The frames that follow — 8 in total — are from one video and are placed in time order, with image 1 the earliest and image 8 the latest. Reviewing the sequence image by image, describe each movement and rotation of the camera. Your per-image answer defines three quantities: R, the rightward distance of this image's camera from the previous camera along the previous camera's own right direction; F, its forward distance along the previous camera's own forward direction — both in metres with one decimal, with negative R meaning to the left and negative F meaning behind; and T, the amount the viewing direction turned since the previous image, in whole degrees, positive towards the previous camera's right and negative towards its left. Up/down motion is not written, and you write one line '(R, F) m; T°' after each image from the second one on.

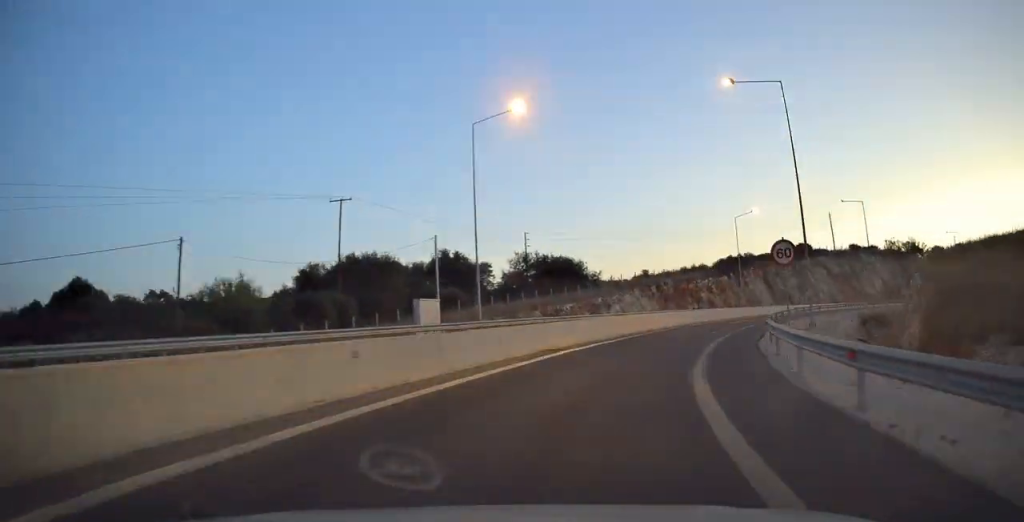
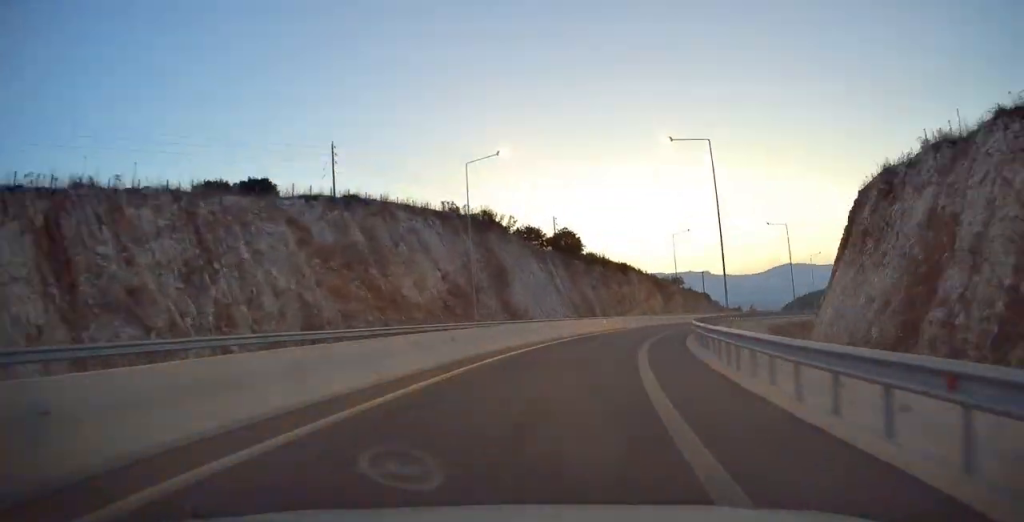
(+24.9, +64.3) m; +47°
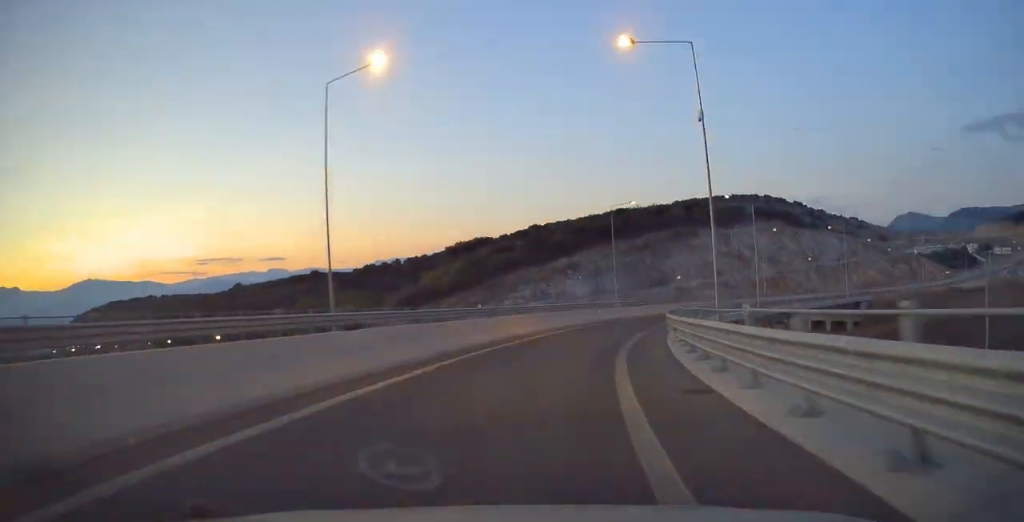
(+69.6, +111.1) m; +61°
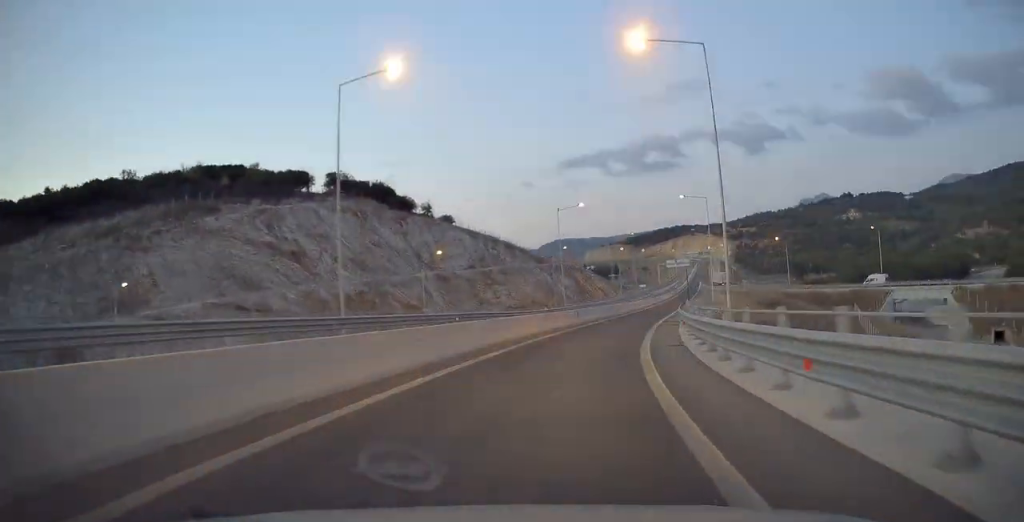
(+22.5, +85.9) m; +26°
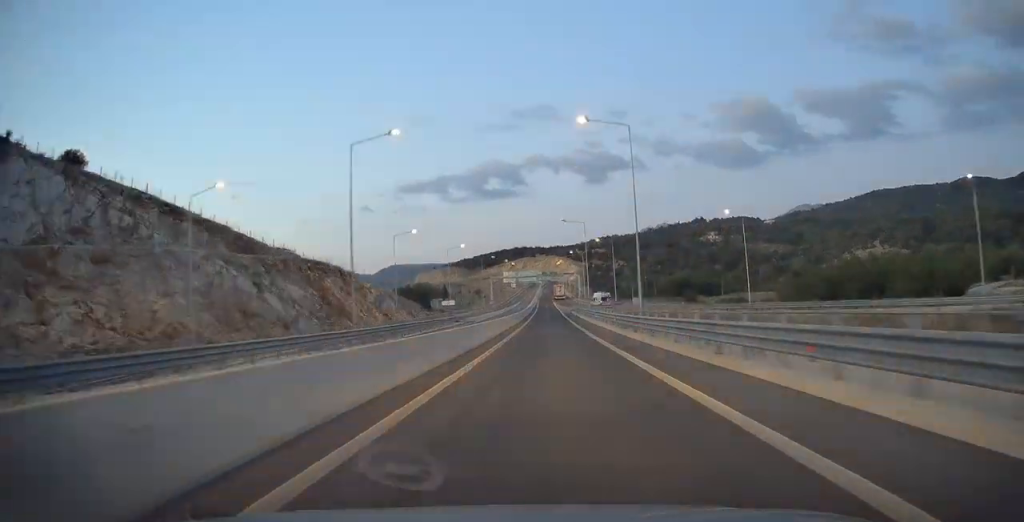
(+16.1, +83.1) m; +7°
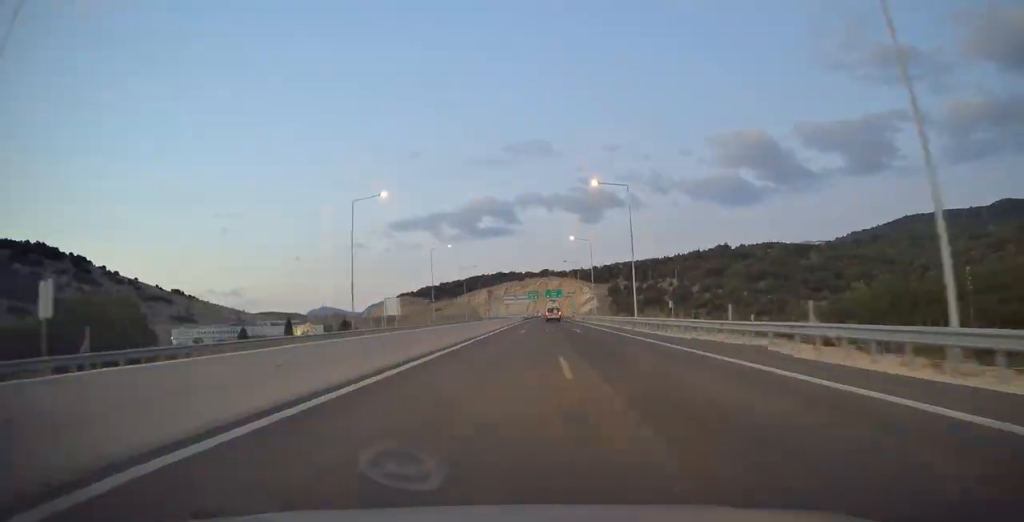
(+24.9, +224.9) m; +7°
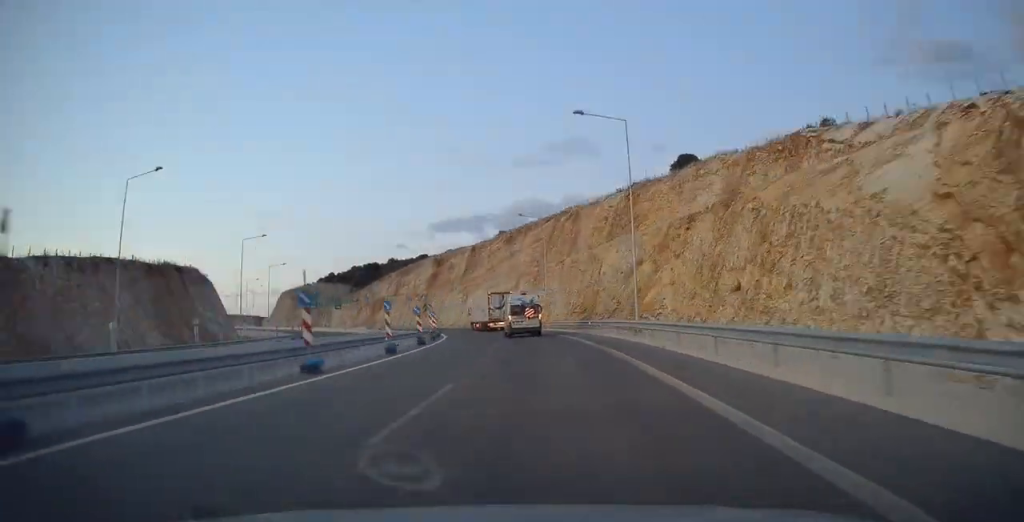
(-15.8, +268.6) m; -17°
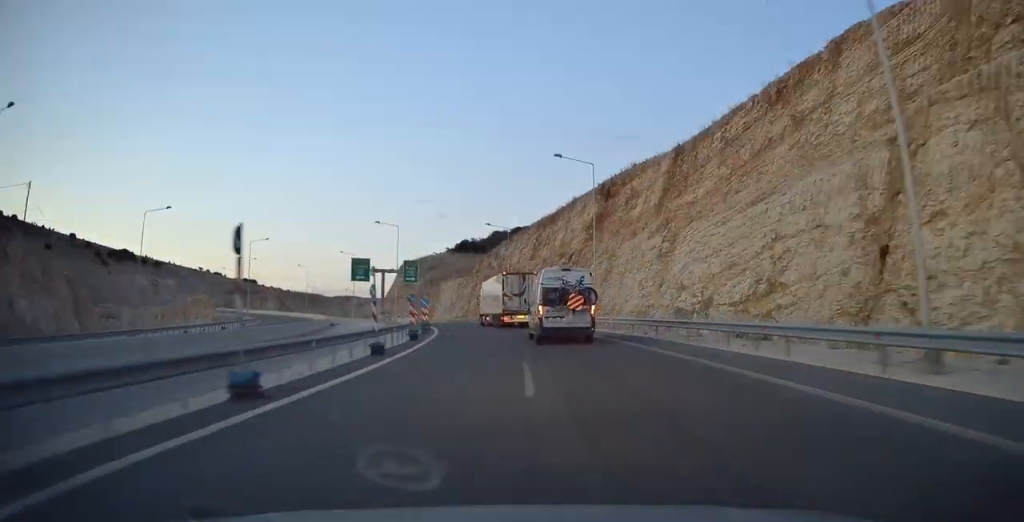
(-2.3, +82.8) m; -13°
